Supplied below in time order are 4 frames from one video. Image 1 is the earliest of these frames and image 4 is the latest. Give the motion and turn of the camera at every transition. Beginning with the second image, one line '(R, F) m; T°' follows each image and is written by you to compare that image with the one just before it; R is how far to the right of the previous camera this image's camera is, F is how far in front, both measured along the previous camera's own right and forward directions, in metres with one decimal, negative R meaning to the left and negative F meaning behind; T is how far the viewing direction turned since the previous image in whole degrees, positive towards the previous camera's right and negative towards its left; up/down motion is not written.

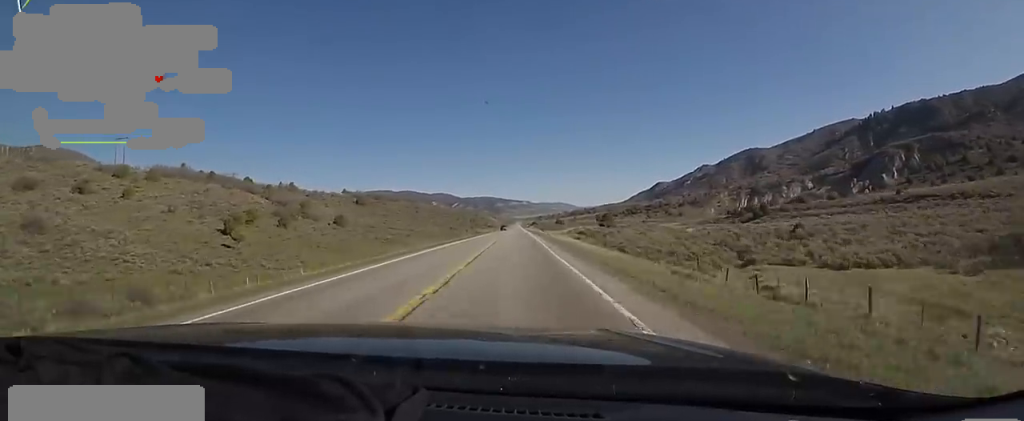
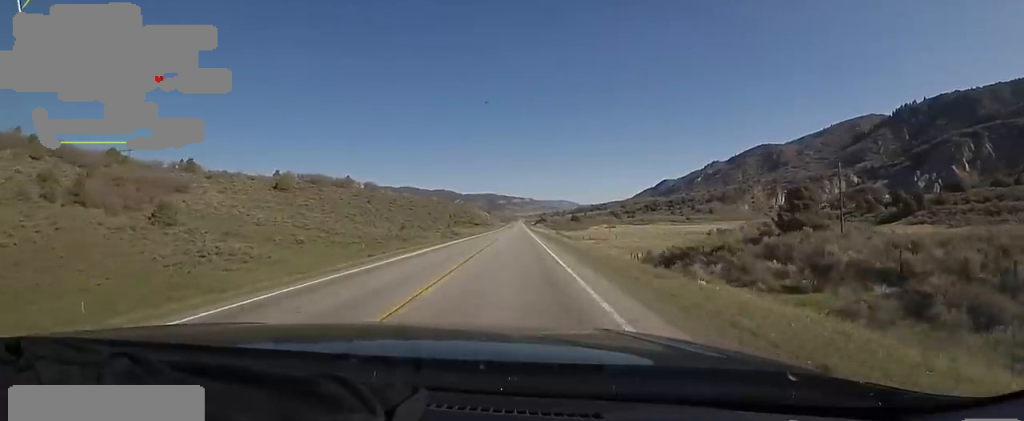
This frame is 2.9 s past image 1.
(+0.9, +88.4) m; 0°
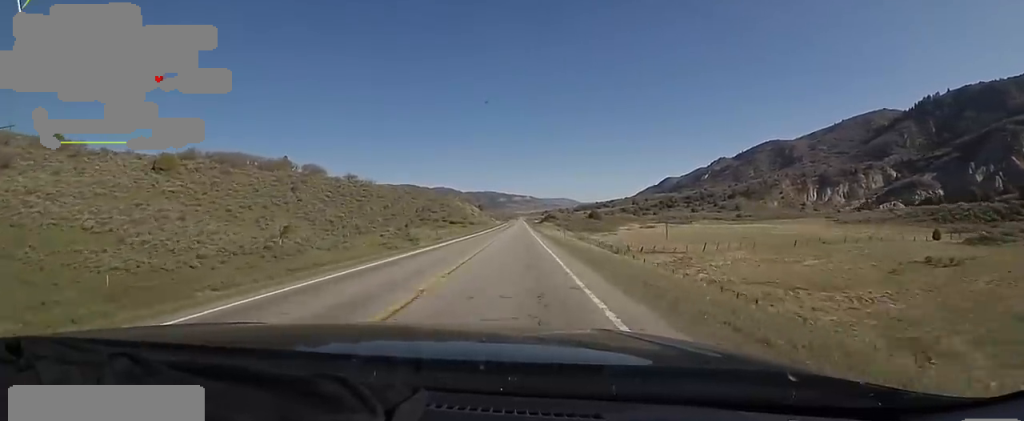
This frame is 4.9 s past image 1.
(-0.3, +62.2) m; +1°
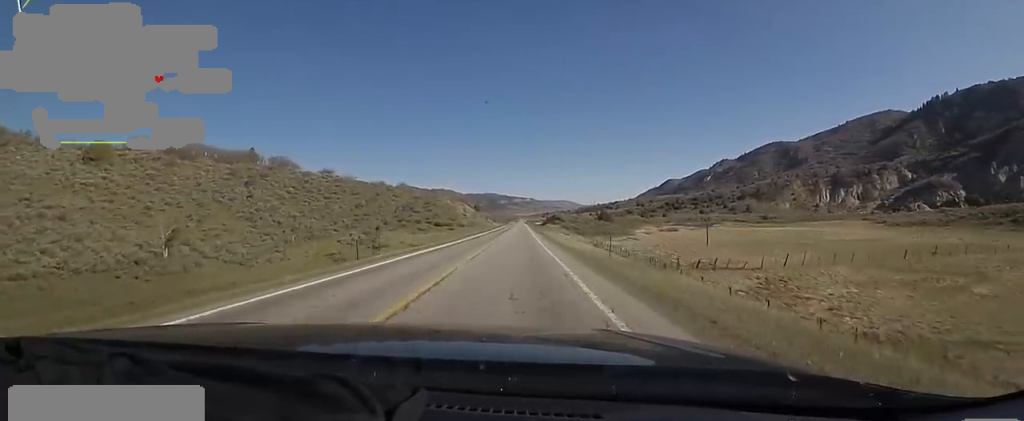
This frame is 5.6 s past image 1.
(+0.1, +21.7) m; 0°
